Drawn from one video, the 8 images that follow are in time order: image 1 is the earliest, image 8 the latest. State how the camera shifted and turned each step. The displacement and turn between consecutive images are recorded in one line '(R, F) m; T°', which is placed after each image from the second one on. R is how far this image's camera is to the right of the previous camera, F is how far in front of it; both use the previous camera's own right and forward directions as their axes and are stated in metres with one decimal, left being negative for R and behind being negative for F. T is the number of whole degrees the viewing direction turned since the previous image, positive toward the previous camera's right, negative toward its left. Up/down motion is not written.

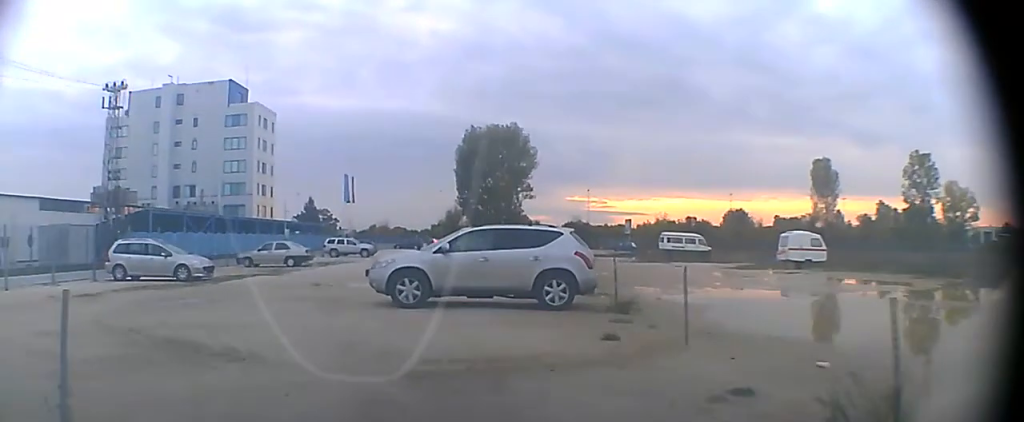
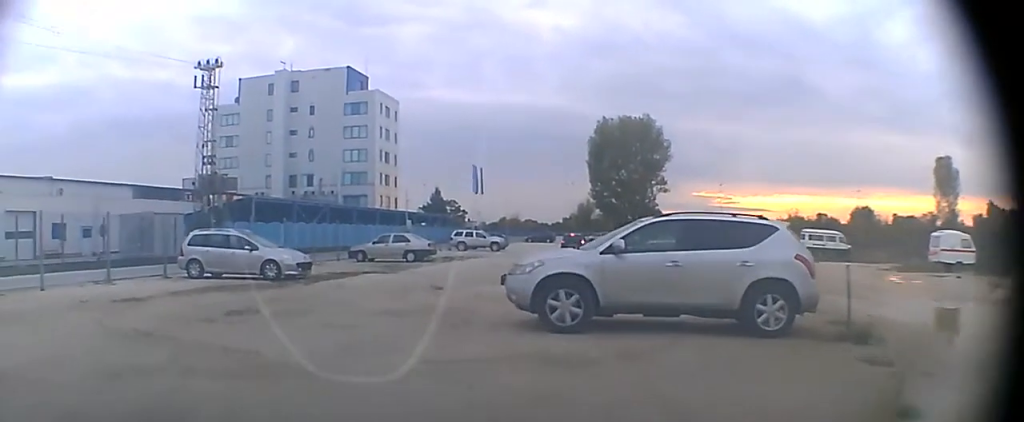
(-0.3, +4.4) m; -10°
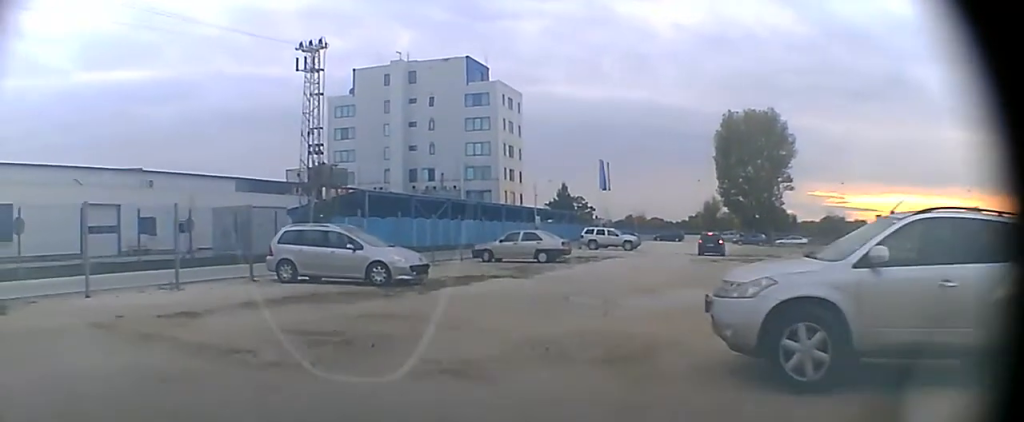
(-0.3, +3.5) m; -7°
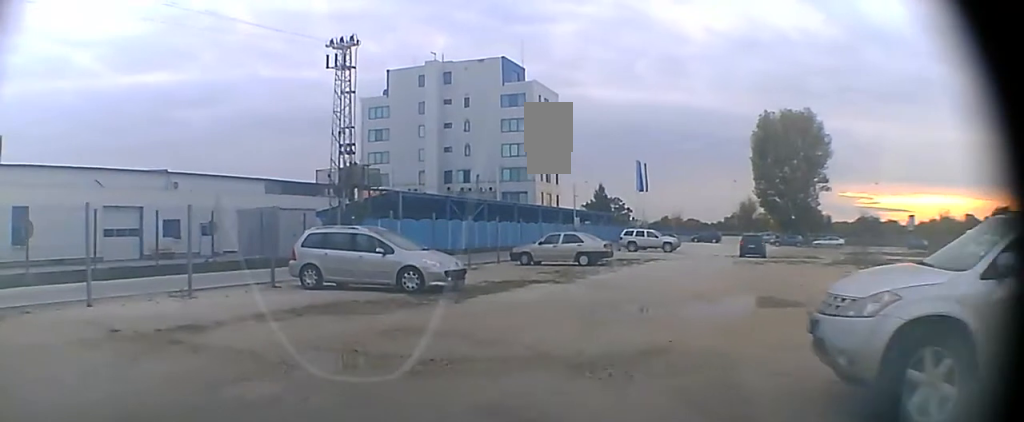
(0.0, +1.4) m; -2°
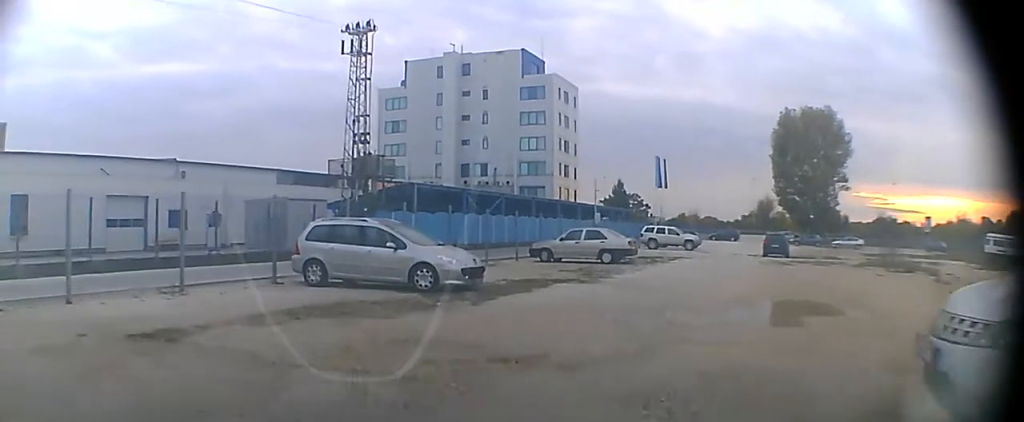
(0.0, +1.4) m; -1°
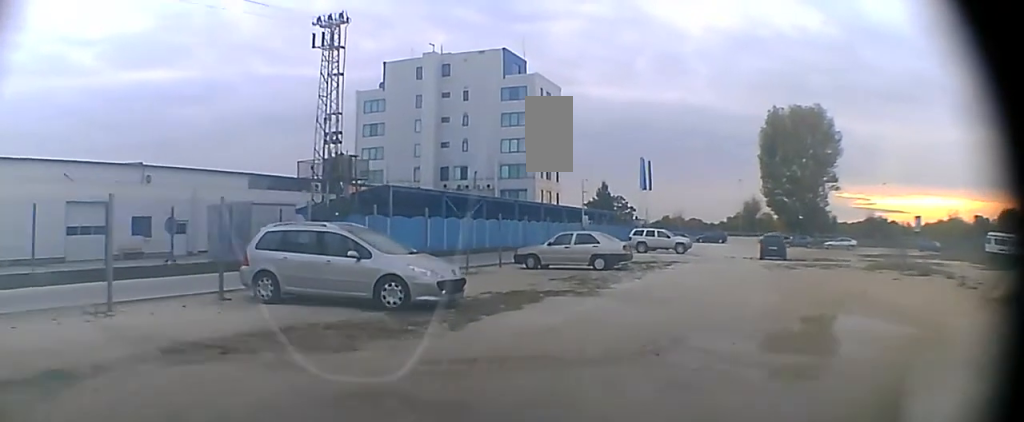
(0.0, +2.6) m; +1°
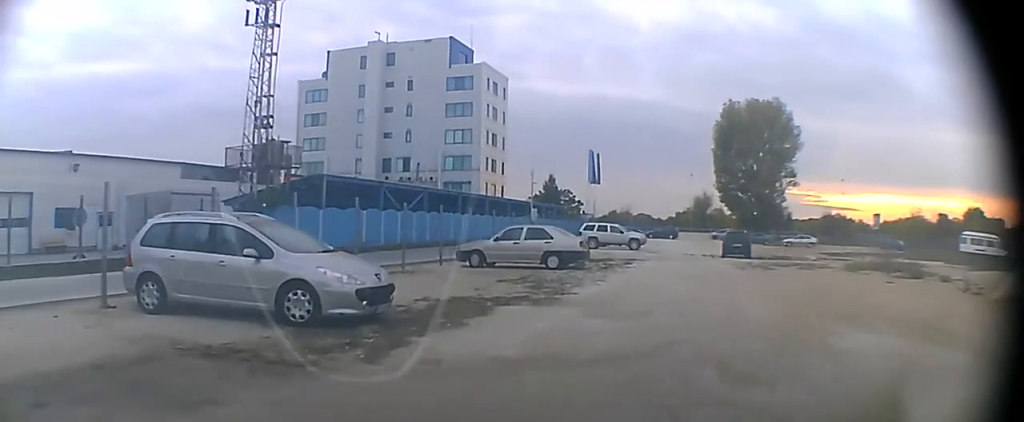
(0.0, +2.6) m; +4°
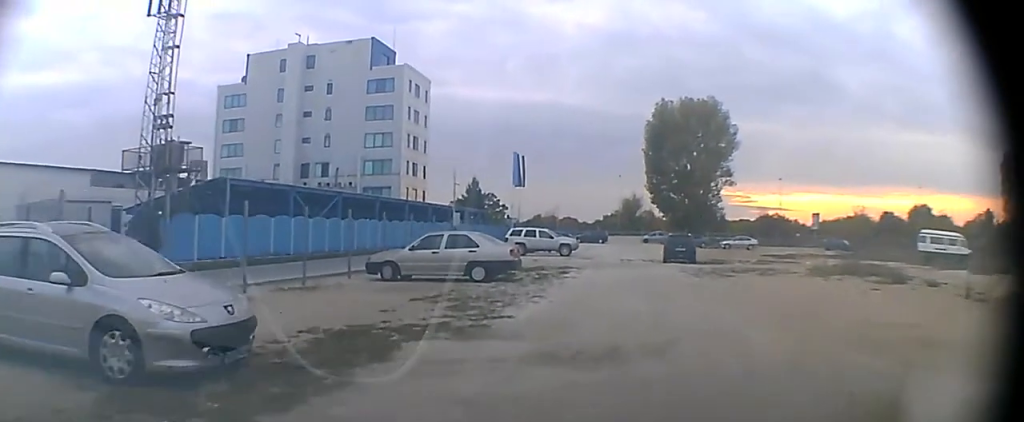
(+0.2, +3.1) m; +7°
